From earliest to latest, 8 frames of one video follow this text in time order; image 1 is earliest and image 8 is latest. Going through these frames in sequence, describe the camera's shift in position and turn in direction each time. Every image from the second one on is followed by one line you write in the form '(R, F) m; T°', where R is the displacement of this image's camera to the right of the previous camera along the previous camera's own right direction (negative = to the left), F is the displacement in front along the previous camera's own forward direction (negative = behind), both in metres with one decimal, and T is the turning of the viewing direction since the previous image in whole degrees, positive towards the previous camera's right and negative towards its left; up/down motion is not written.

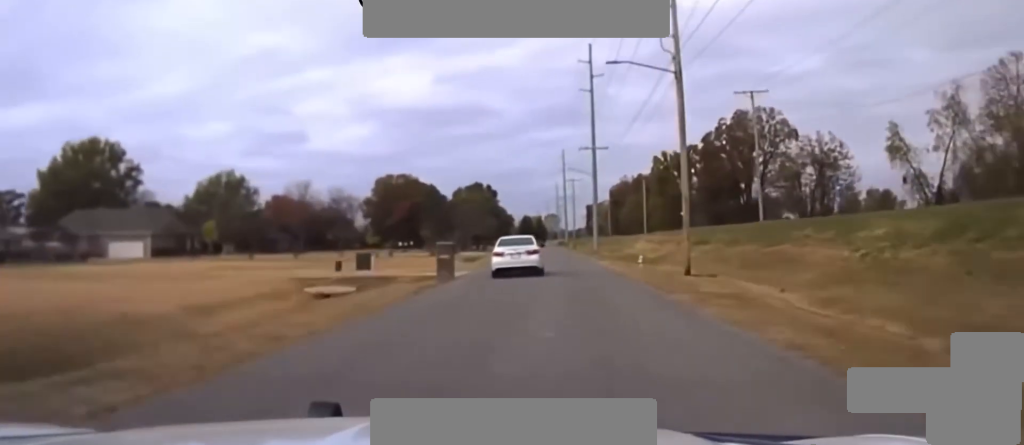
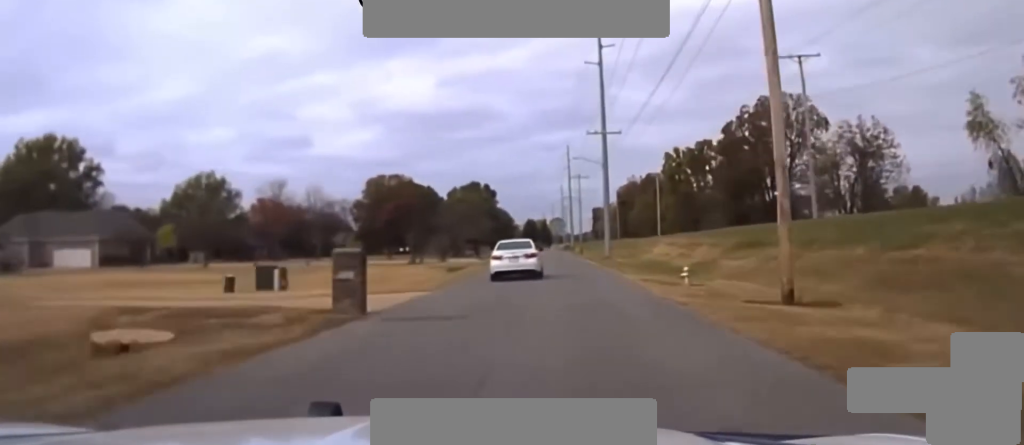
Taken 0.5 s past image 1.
(-1.5, +14.6) m; -2°
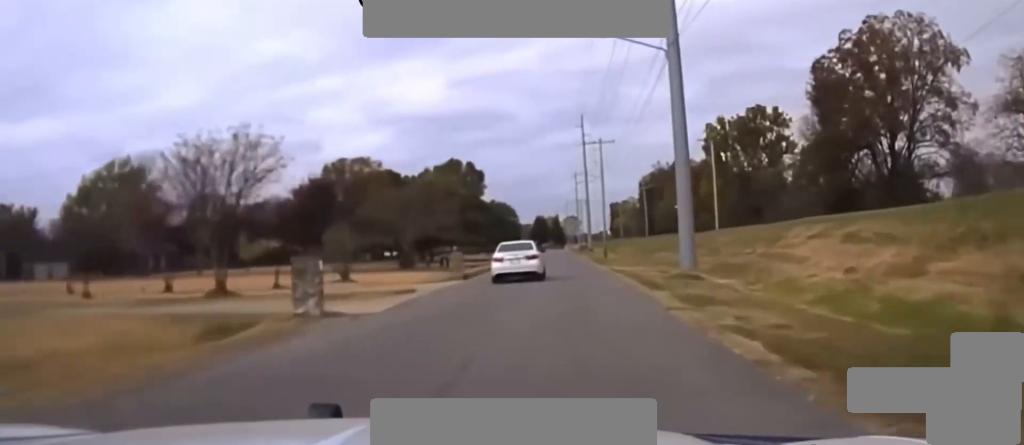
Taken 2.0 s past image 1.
(-0.5, +43.1) m; +1°
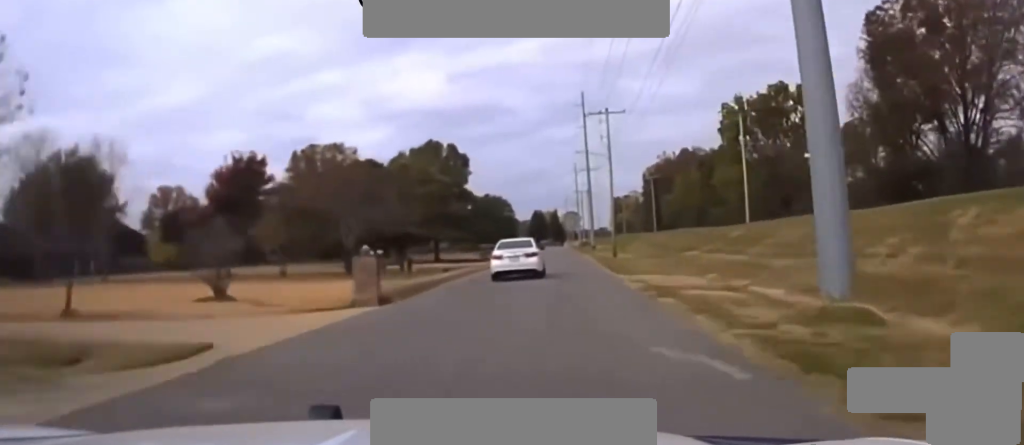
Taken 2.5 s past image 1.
(+0.2, +17.1) m; 0°
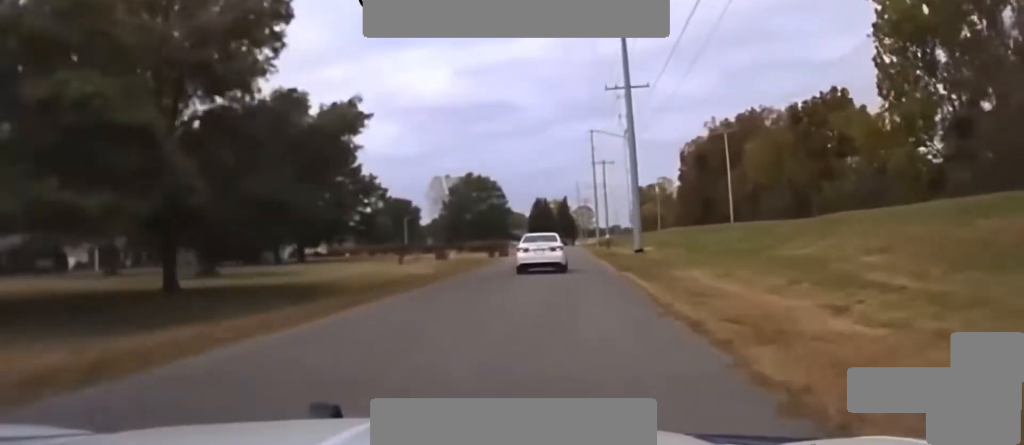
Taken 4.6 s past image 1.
(-0.5, +67.2) m; -1°
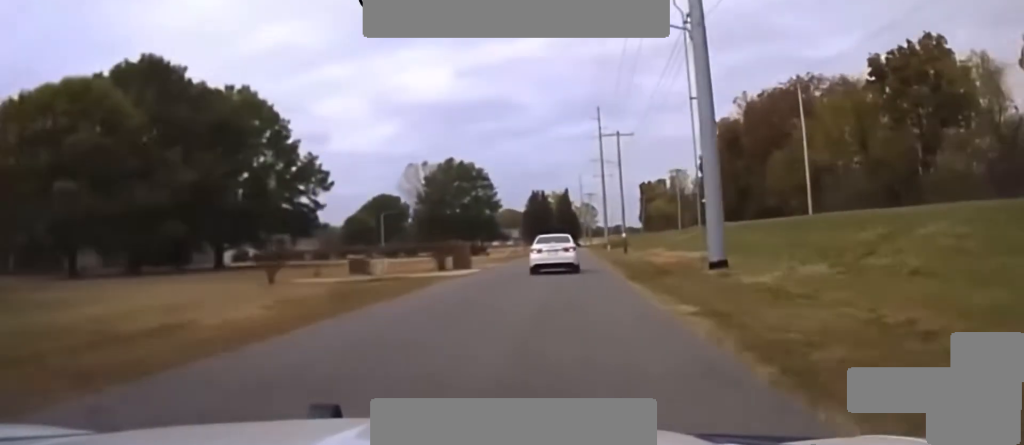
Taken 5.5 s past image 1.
(0.0, +31.0) m; 0°
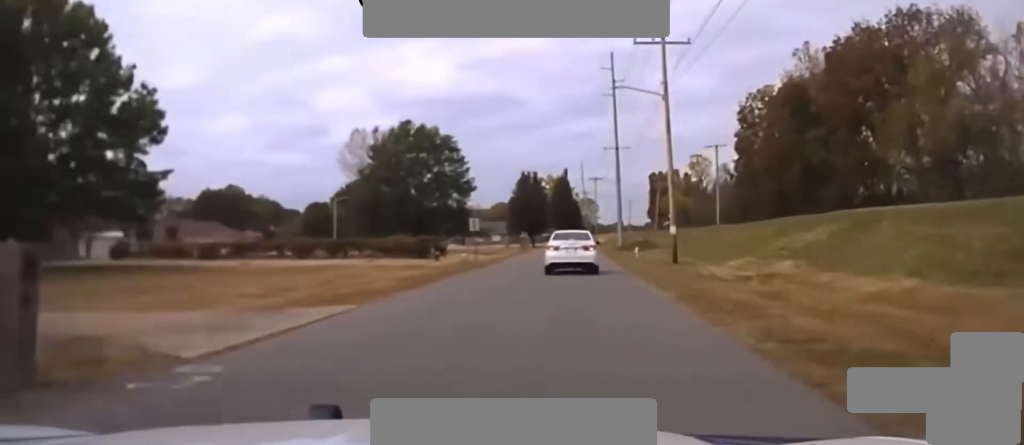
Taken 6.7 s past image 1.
(0.0, +38.9) m; 0°
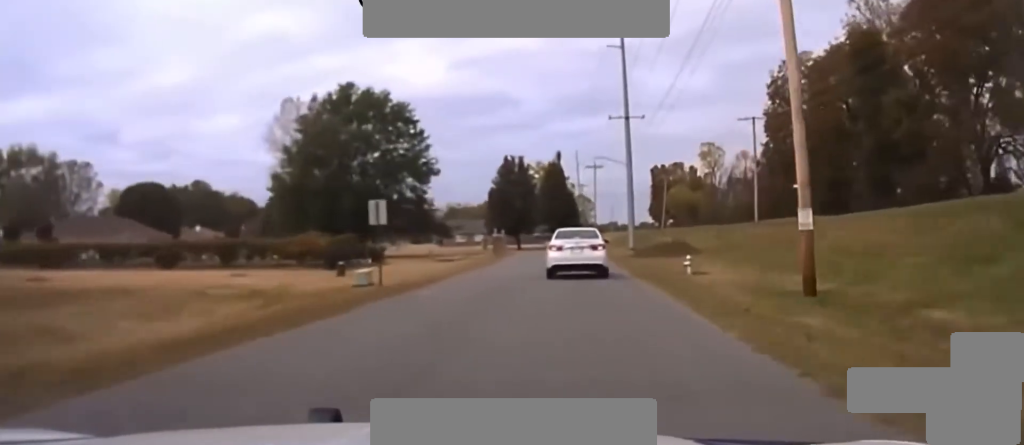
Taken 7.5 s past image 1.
(-0.2, +25.1) m; 0°
